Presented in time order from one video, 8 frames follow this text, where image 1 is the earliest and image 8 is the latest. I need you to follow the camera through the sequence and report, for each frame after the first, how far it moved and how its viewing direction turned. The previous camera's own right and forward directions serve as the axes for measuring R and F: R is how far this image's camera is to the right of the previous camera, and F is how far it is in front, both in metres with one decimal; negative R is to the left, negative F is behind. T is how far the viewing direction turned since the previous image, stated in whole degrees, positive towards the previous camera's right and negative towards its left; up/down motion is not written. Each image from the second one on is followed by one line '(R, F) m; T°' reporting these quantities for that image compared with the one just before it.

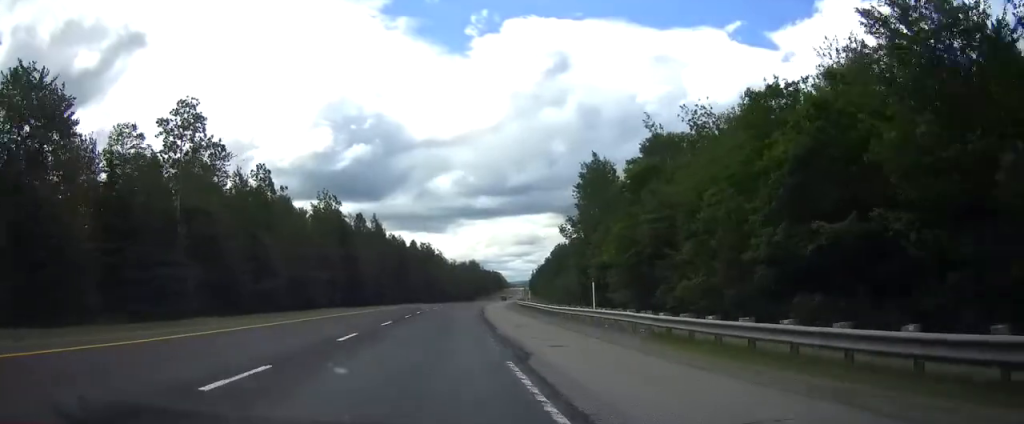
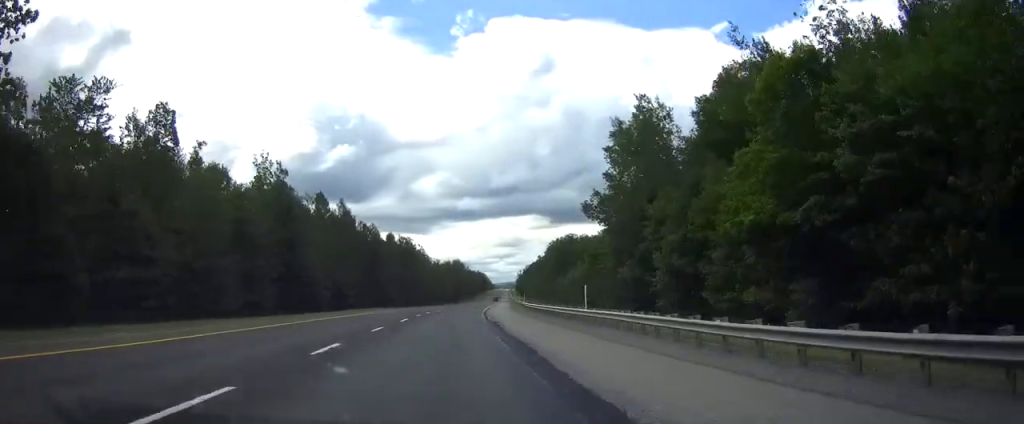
(+0.3, +30.5) m; +1°
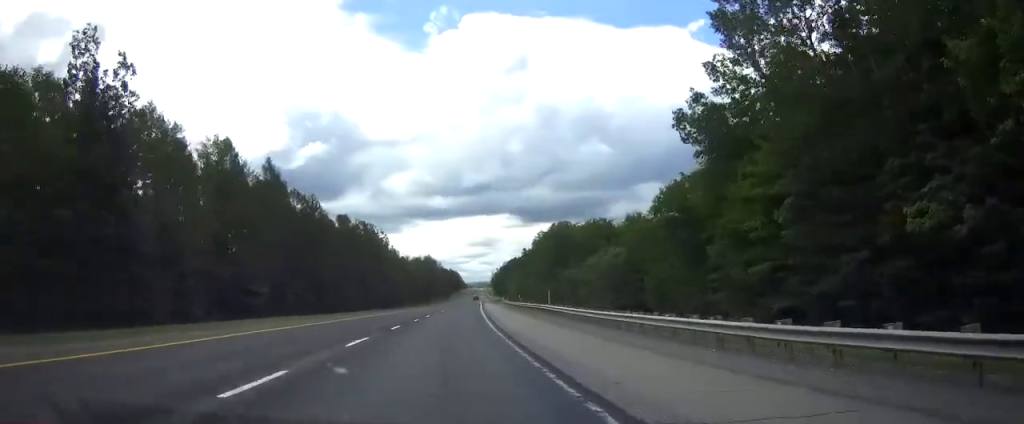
(+0.8, +41.1) m; +2°
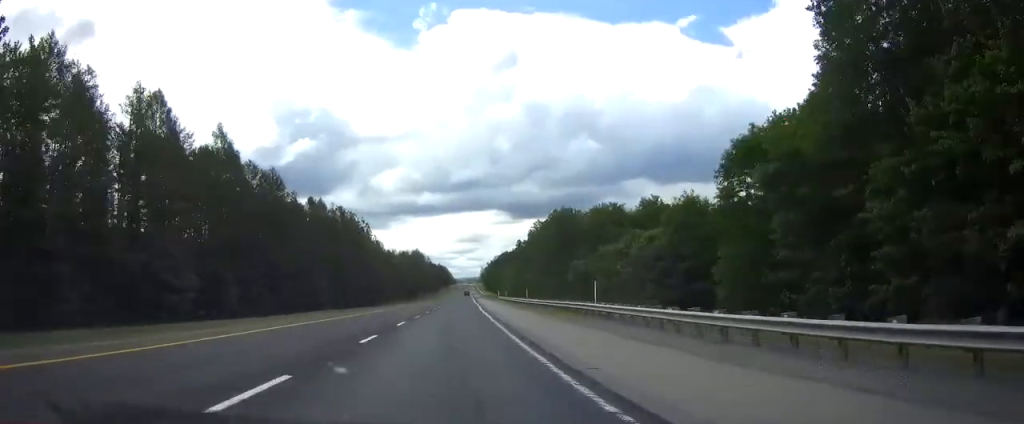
(+0.2, +18.9) m; +1°
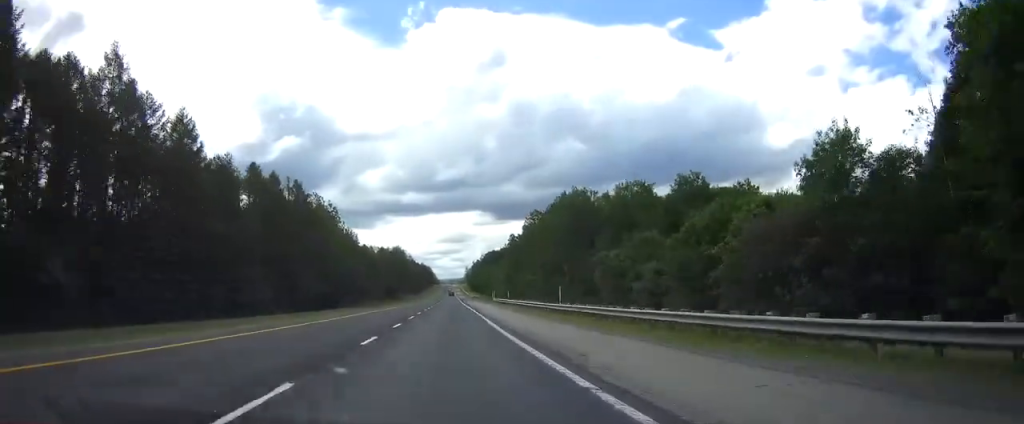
(+0.3, +28.3) m; +1°
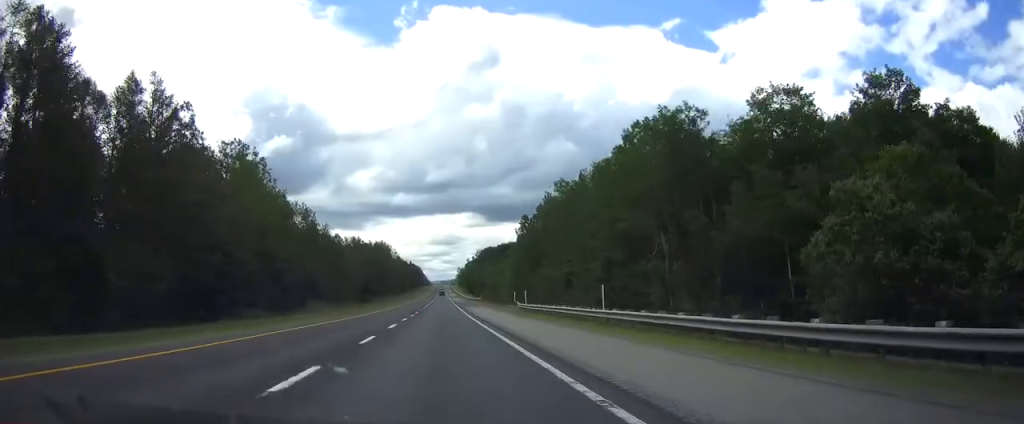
(+0.7, +52.0) m; +1°
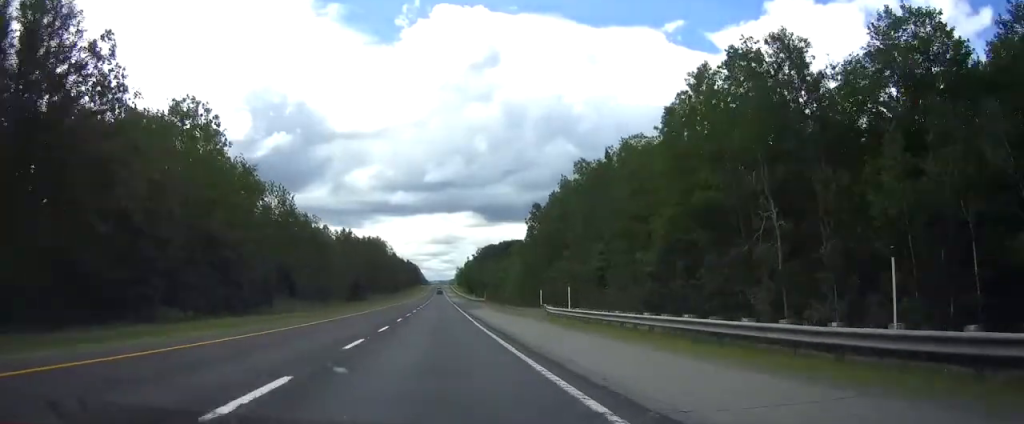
(0.0, +19.8) m; 0°
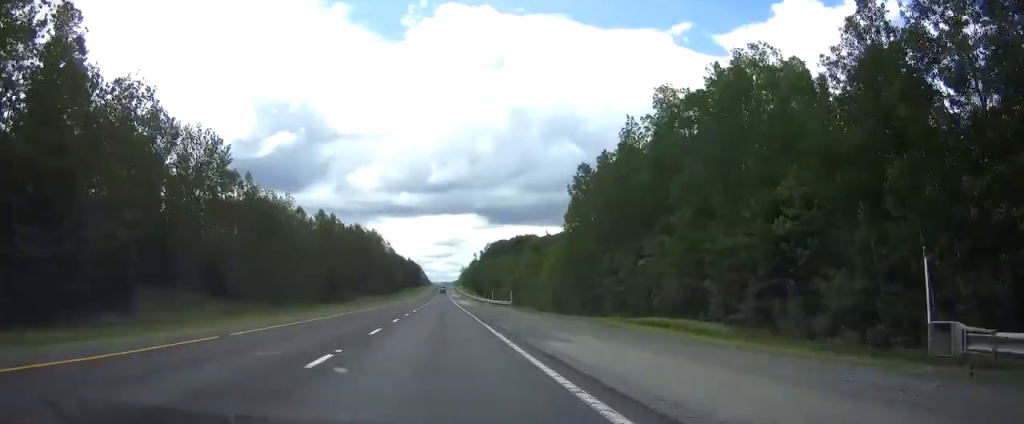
(-0.1, +40.7) m; 0°
